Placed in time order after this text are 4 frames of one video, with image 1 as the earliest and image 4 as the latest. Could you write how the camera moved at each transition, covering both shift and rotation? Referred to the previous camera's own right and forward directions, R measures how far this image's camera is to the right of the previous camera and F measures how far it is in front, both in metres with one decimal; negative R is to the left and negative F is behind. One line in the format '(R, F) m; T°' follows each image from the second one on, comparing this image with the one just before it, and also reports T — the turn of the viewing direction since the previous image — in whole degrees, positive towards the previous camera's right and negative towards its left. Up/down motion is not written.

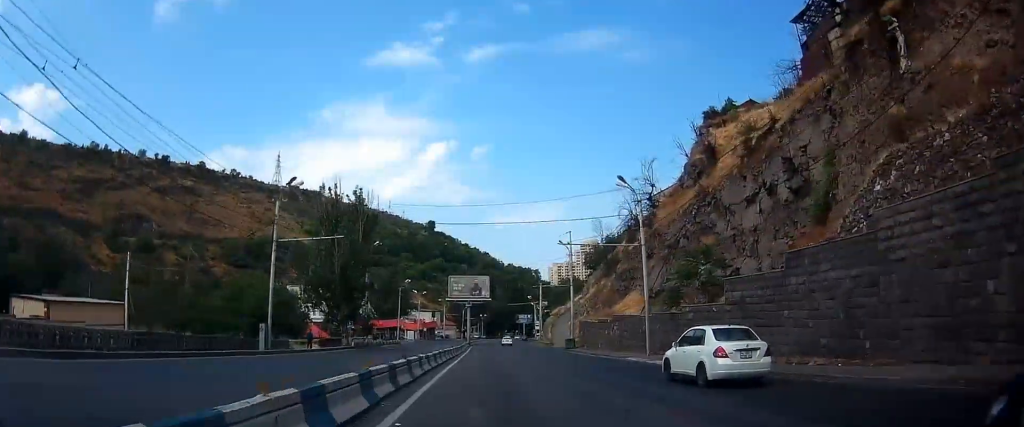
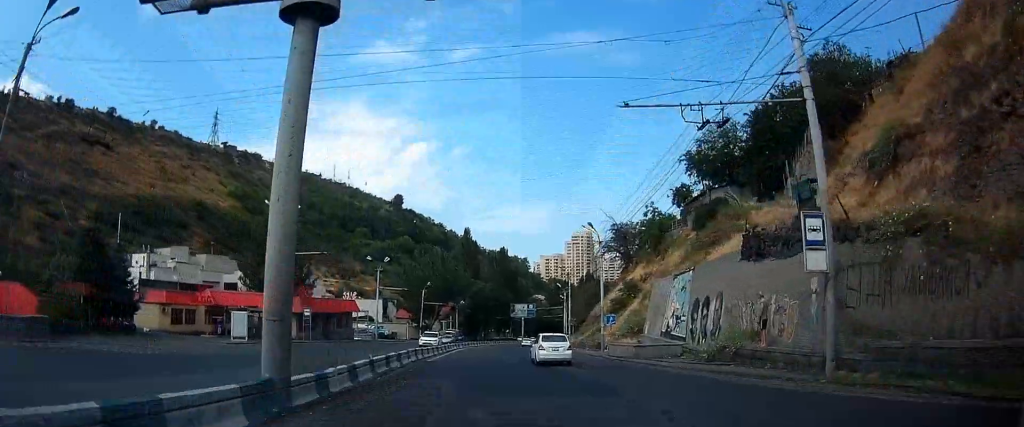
(+0.1, +84.8) m; +3°
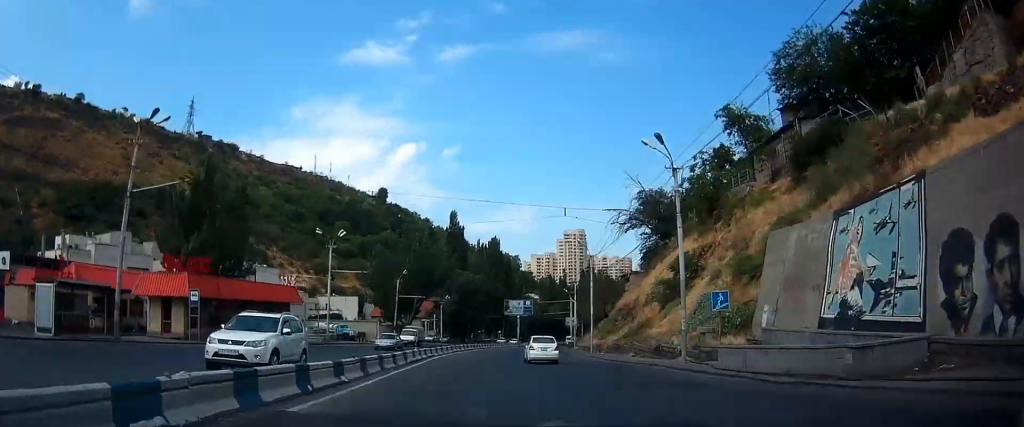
(0.0, +20.9) m; -1°
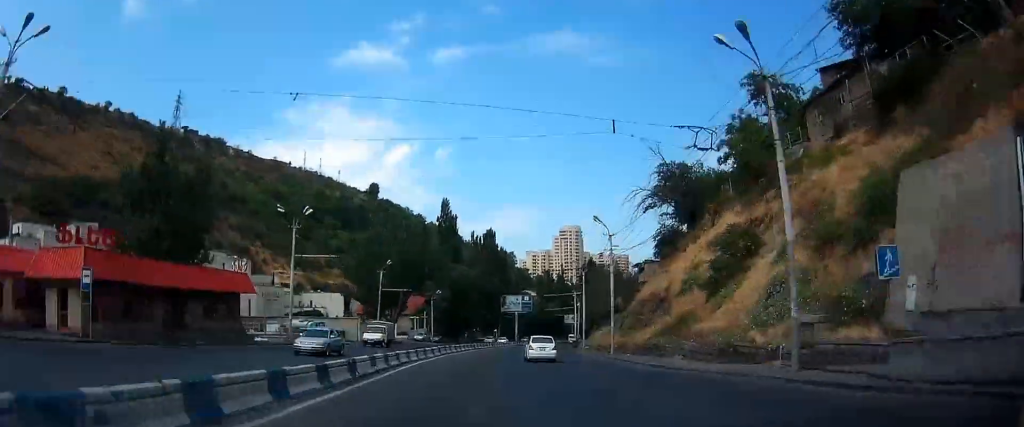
(-0.1, +10.5) m; 0°
